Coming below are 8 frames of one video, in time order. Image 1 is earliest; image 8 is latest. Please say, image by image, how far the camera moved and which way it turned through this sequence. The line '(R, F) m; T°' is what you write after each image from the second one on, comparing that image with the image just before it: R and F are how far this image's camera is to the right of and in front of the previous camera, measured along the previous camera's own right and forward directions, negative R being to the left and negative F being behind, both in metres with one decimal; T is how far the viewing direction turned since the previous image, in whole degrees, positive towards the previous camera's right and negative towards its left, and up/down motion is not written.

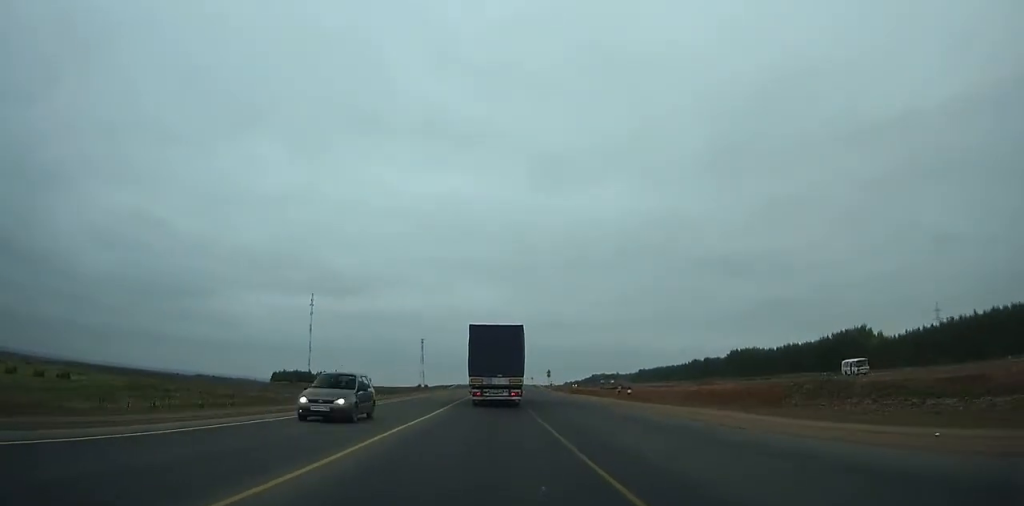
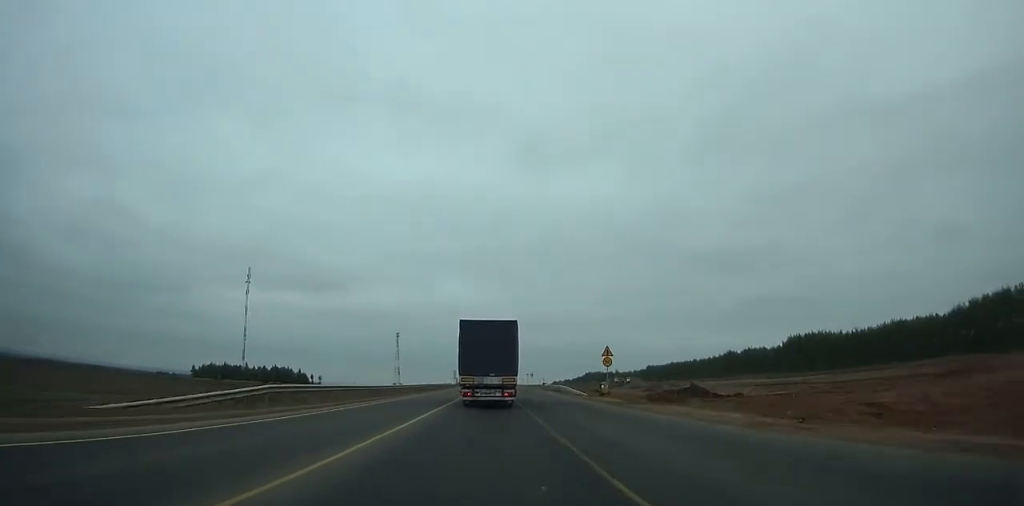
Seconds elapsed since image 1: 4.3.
(+1.4, +87.6) m; +1°
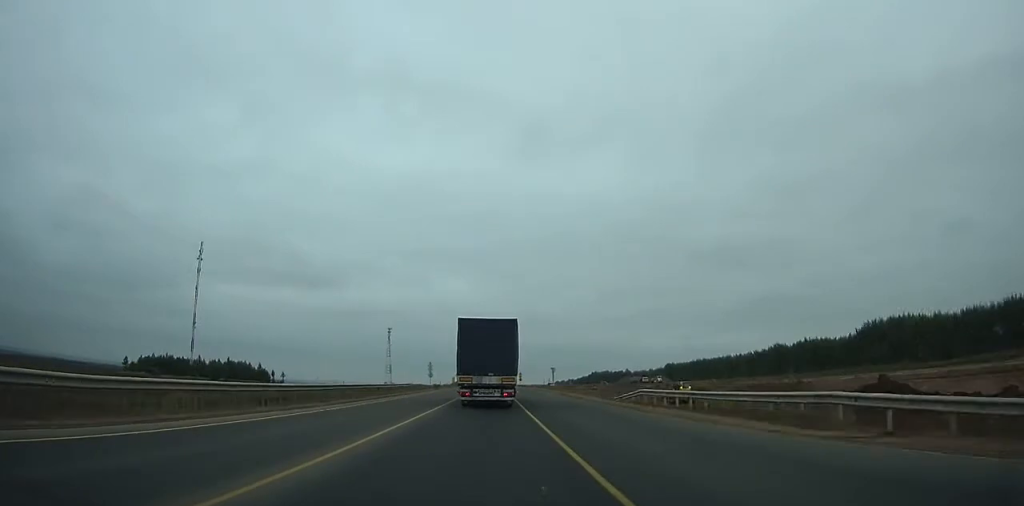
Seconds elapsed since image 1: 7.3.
(+0.4, +60.6) m; 0°
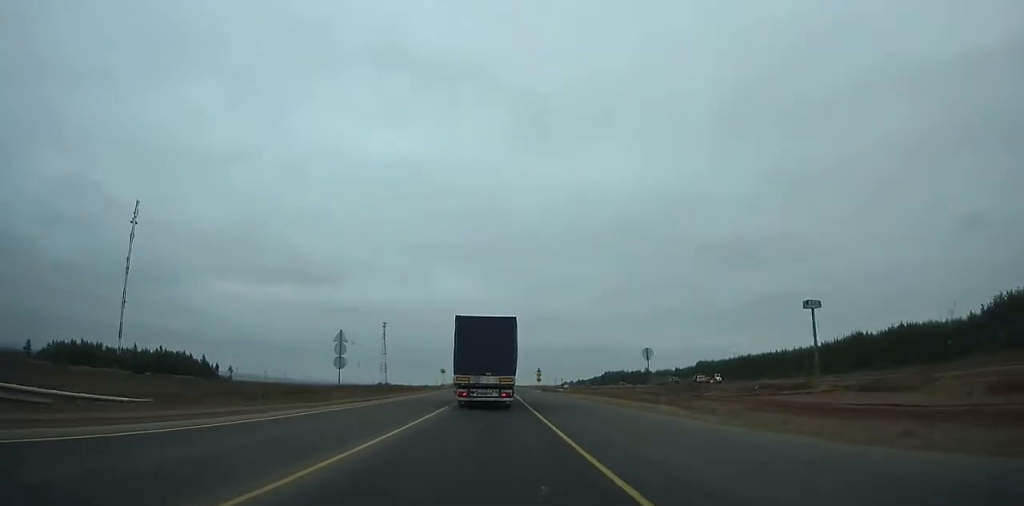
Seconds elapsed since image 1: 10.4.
(+0.1, +62.1) m; 0°
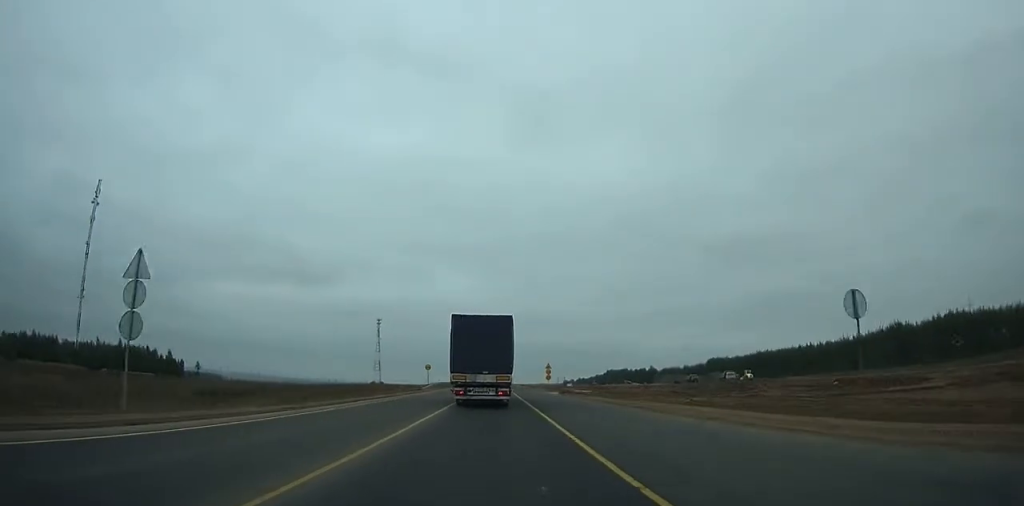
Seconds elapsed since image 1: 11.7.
(0.0, +25.9) m; 0°
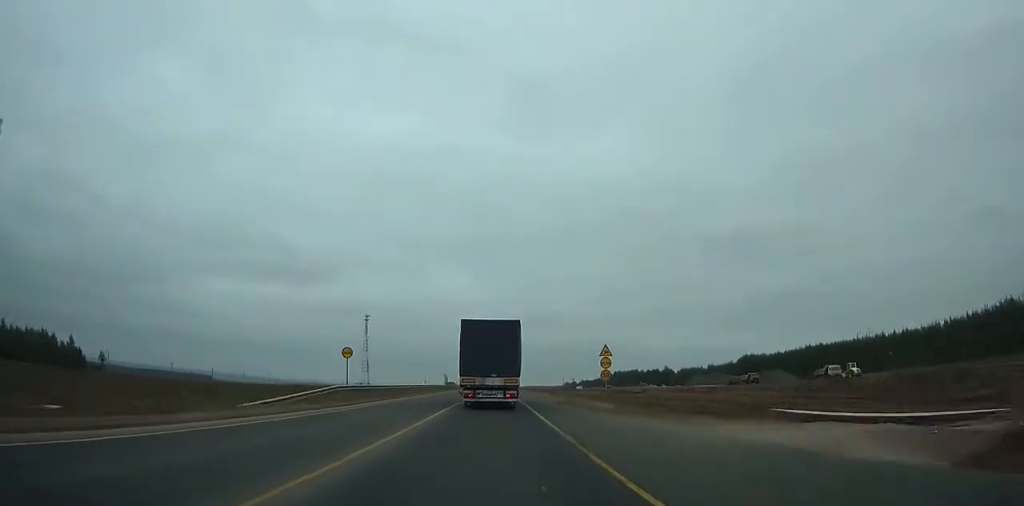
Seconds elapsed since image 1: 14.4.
(+0.1, +53.3) m; 0°
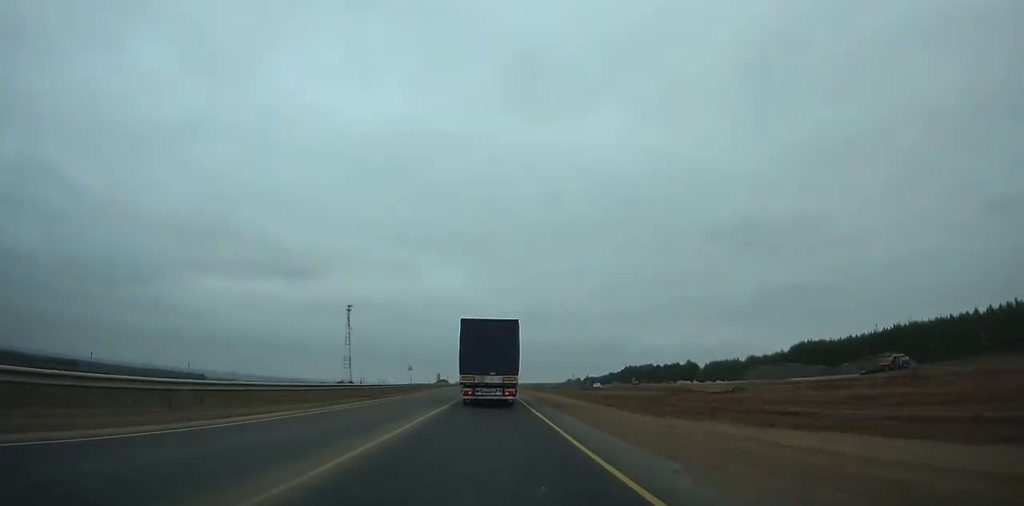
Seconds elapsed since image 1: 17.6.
(-0.1, +62.9) m; 0°
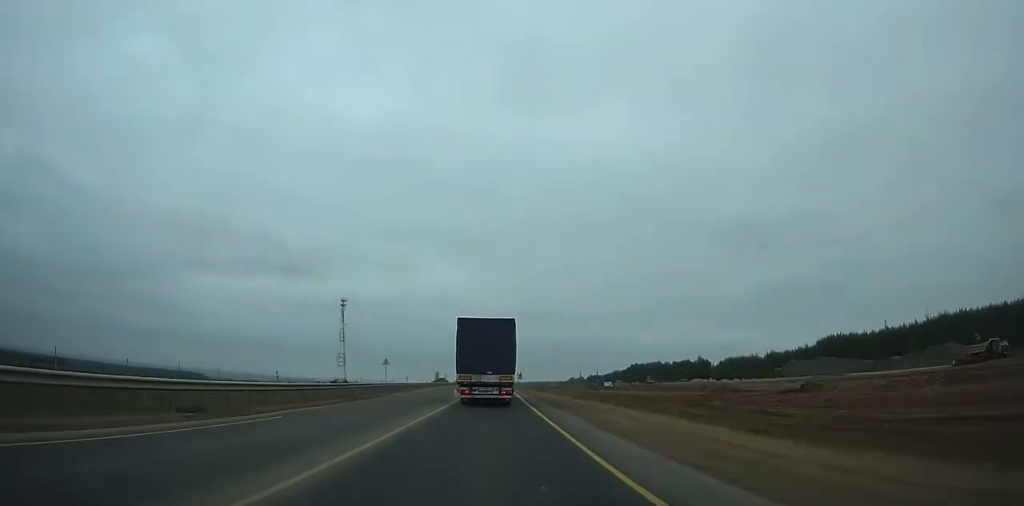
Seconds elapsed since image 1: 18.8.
(0.0, +23.5) m; 0°
